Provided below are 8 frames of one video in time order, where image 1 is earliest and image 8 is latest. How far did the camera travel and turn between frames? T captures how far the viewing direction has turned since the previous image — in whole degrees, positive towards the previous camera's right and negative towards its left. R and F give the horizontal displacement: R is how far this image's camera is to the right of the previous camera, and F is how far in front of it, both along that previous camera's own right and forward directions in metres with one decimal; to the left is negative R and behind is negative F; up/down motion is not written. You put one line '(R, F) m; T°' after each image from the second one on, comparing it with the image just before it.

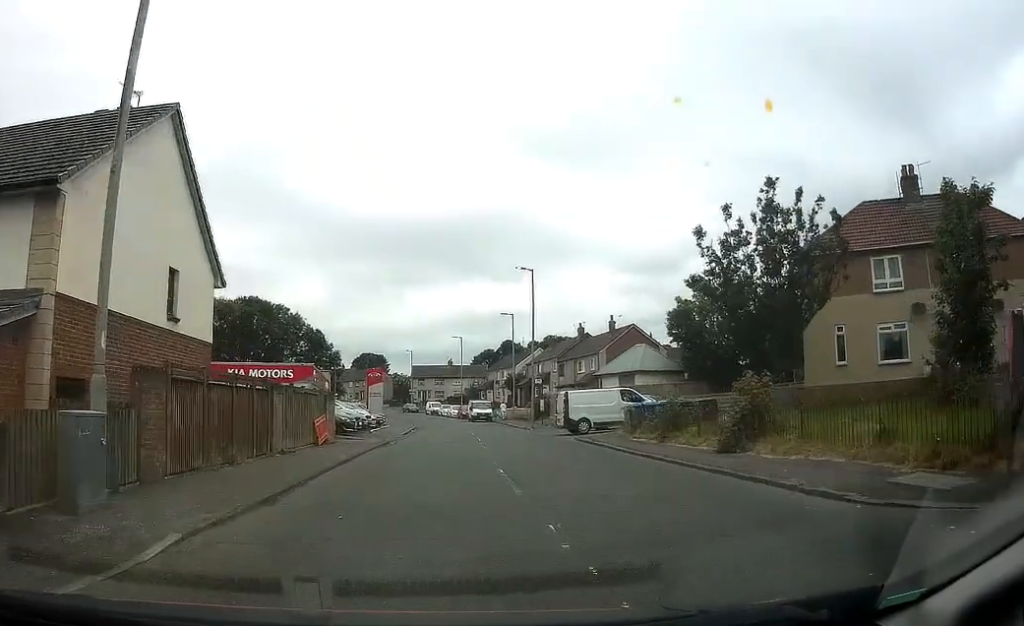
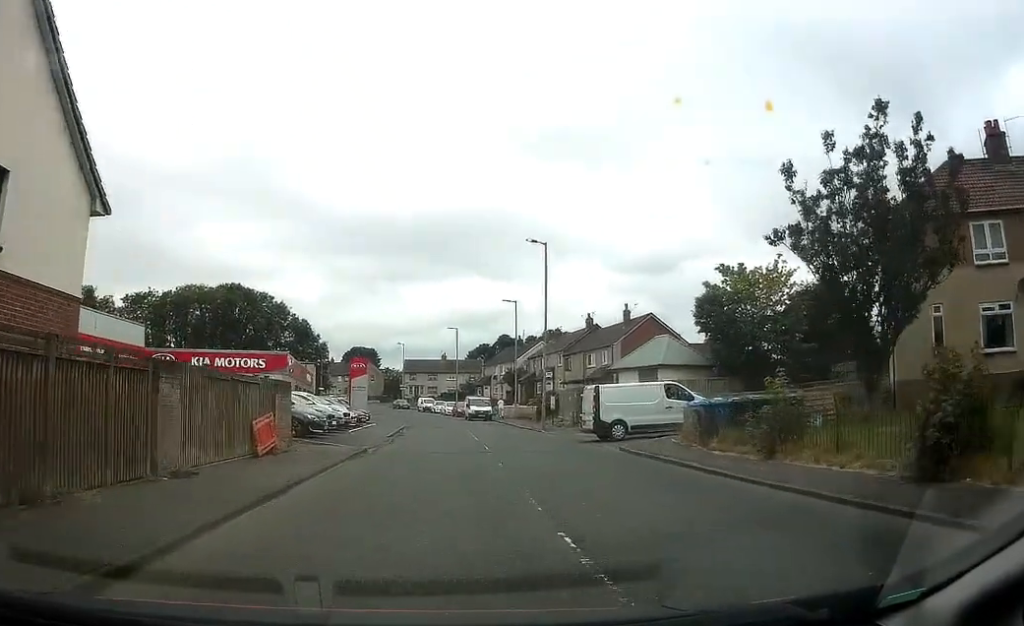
(0.0, +7.4) m; 0°
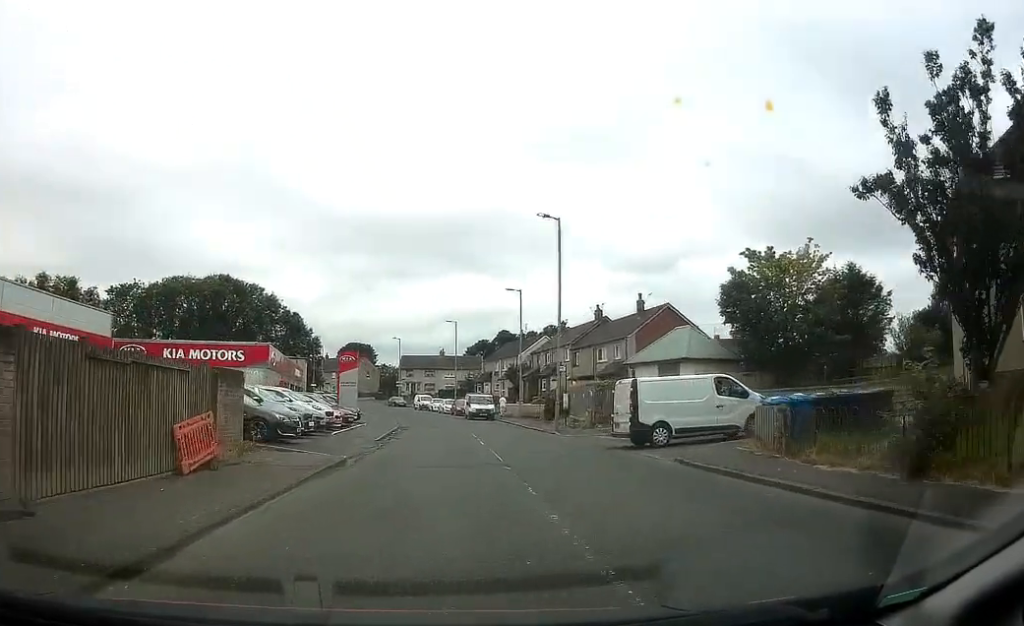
(0.0, +4.9) m; +1°
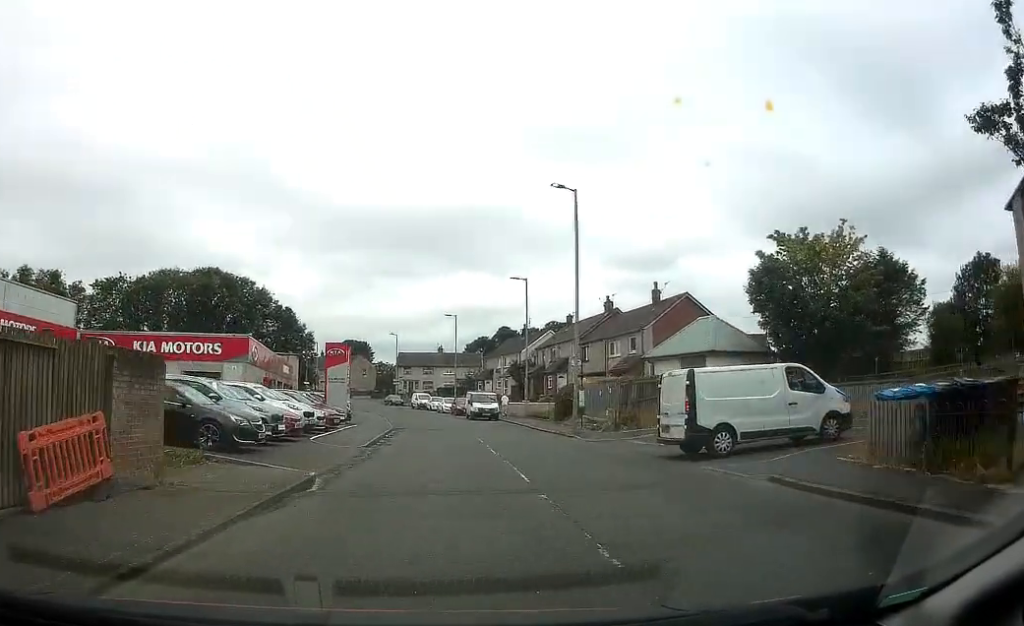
(0.0, +4.2) m; +1°
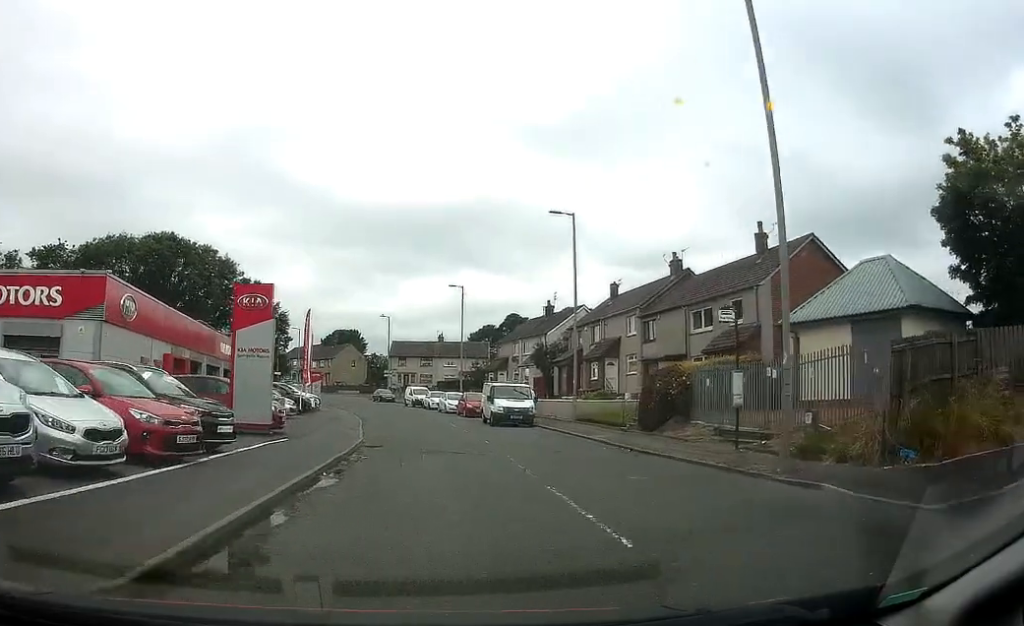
(+0.1, +17.8) m; -2°
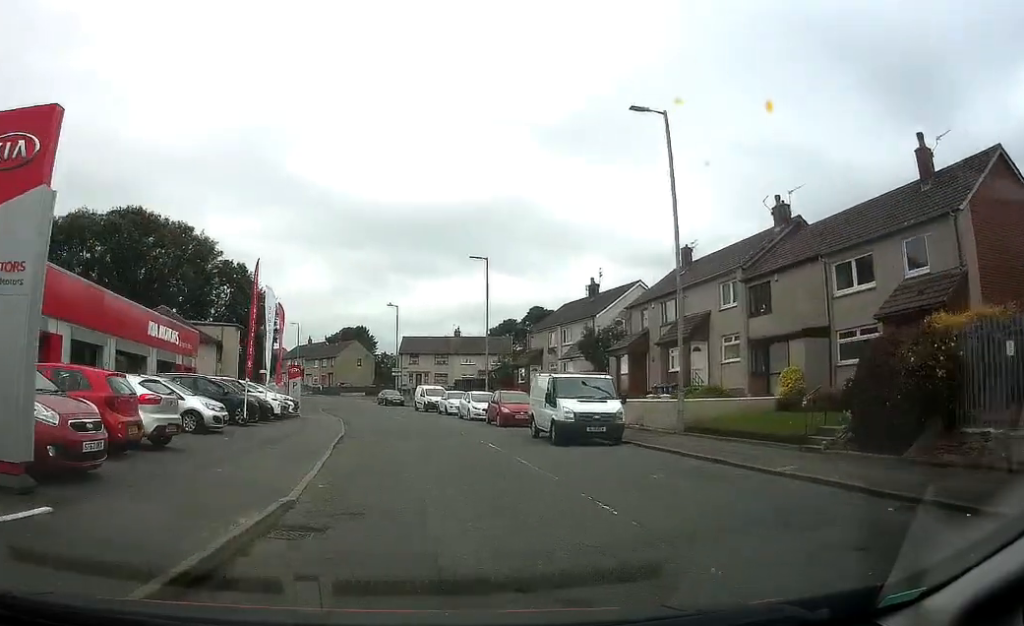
(-0.3, +12.5) m; 0°
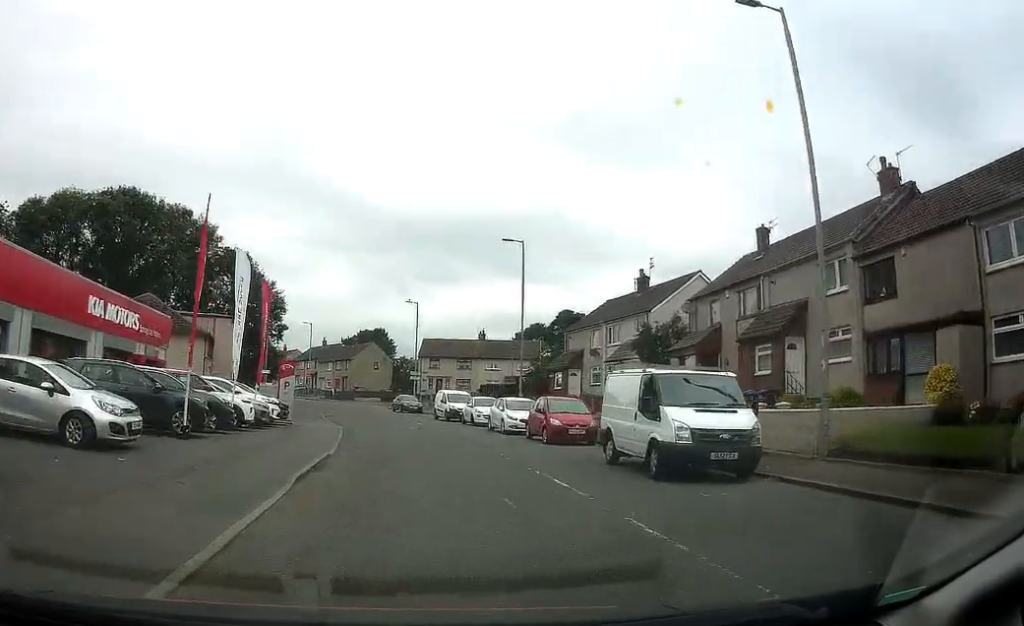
(+0.1, +7.4) m; +1°
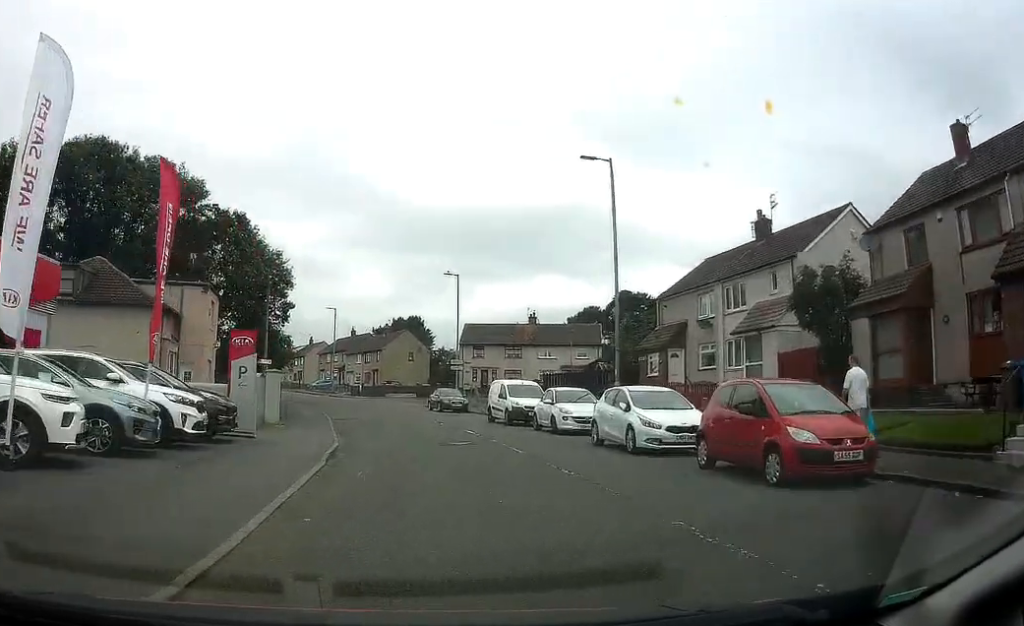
(0.0, +13.2) m; -2°
